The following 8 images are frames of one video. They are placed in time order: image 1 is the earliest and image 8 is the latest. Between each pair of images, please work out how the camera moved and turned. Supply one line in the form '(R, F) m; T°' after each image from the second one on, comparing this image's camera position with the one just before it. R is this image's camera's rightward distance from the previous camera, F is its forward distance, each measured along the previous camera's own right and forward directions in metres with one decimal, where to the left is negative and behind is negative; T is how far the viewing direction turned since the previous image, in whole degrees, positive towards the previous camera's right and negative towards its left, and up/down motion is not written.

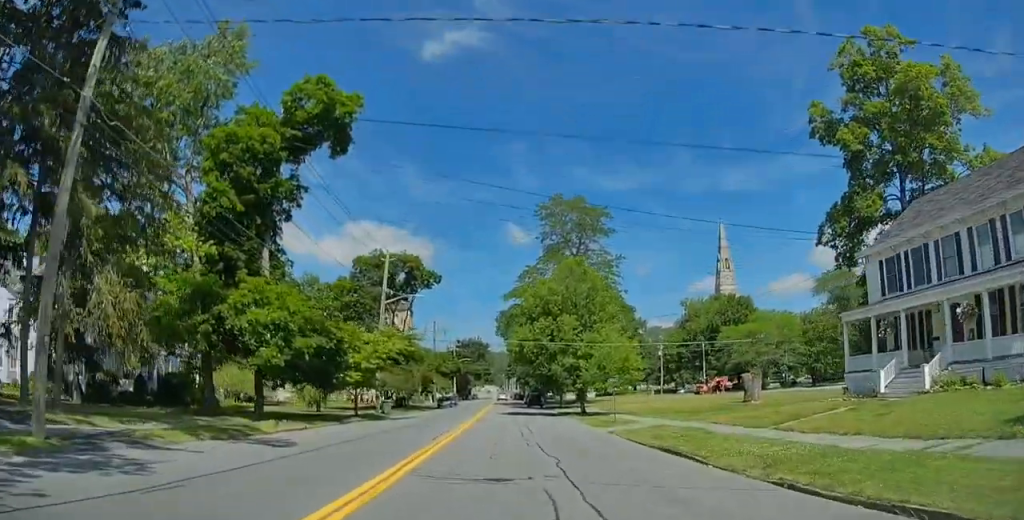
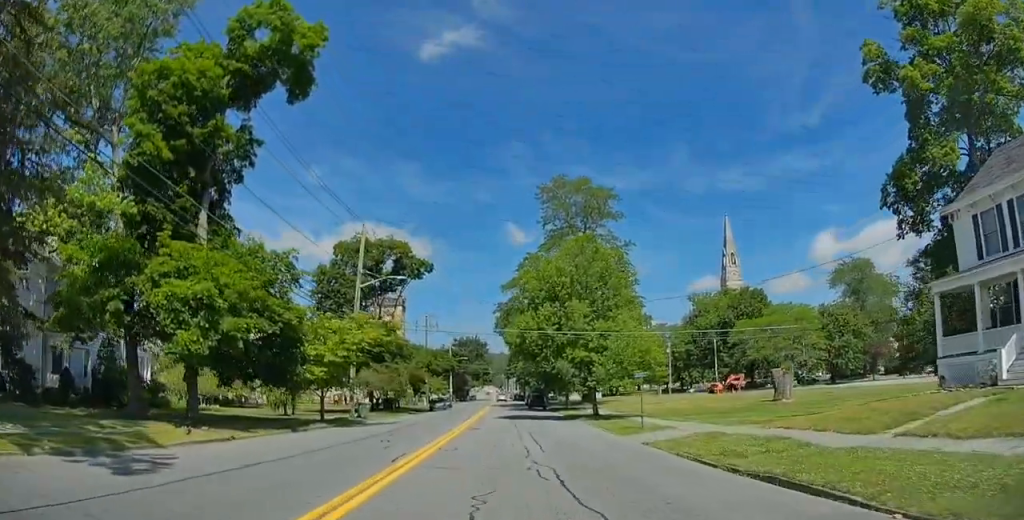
(0.0, +7.5) m; -1°
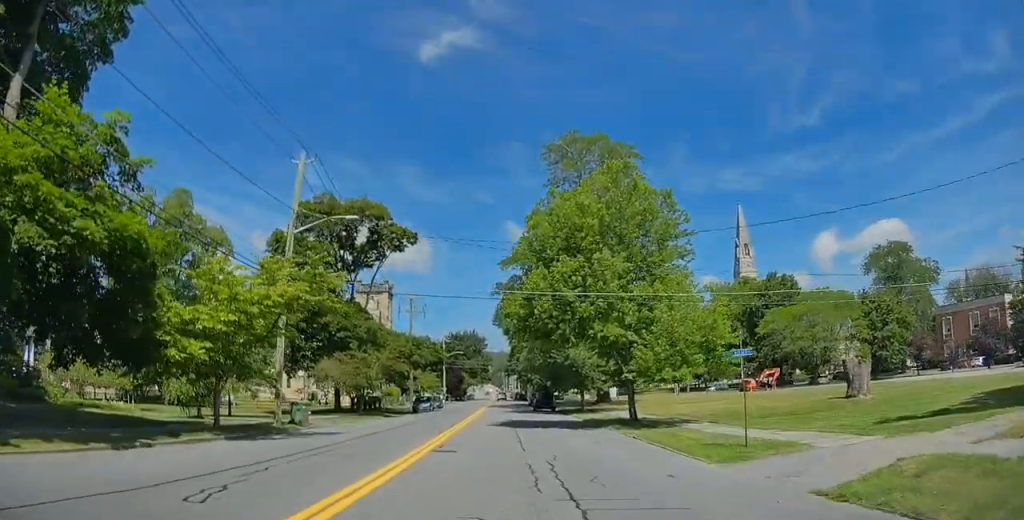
(-0.2, +12.6) m; +1°
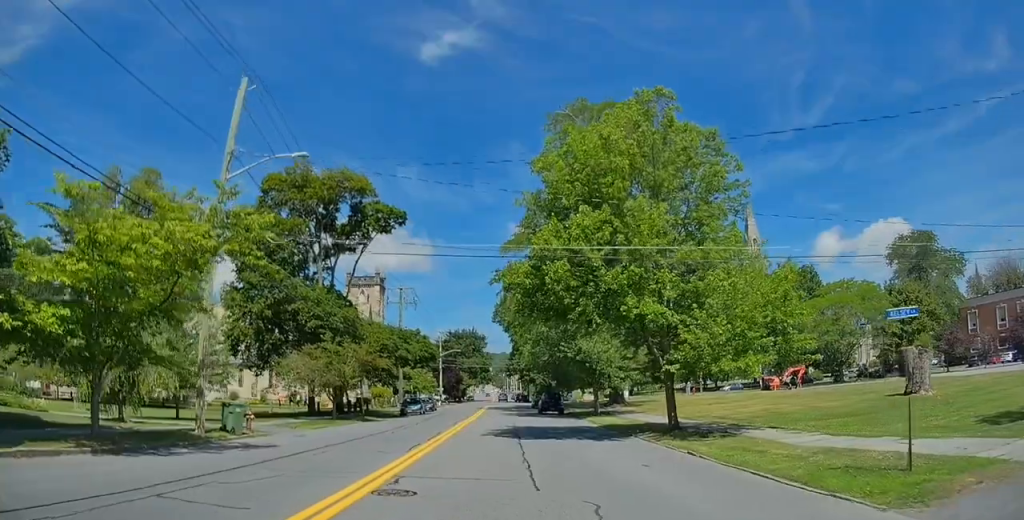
(+0.2, +7.4) m; +1°
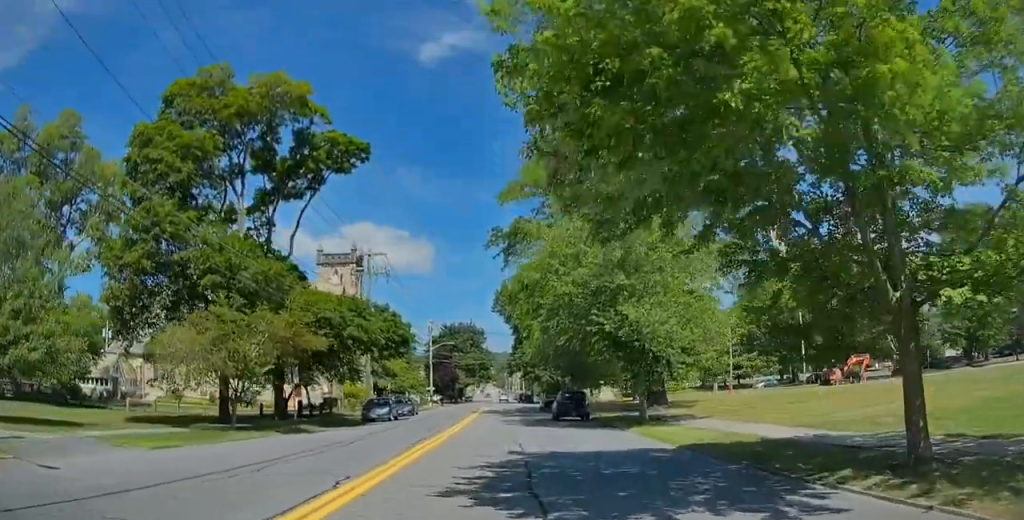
(0.0, +14.7) m; 0°
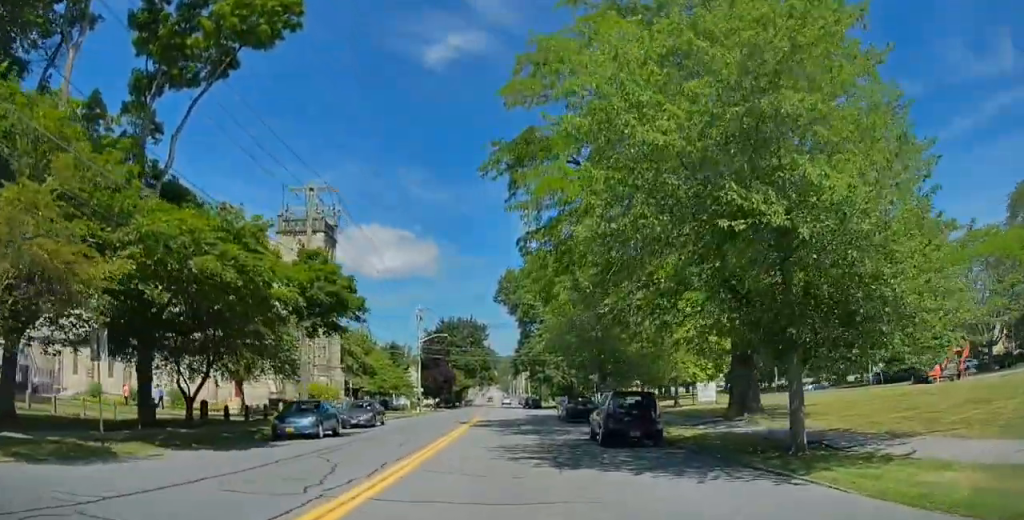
(+0.2, +15.8) m; +2°
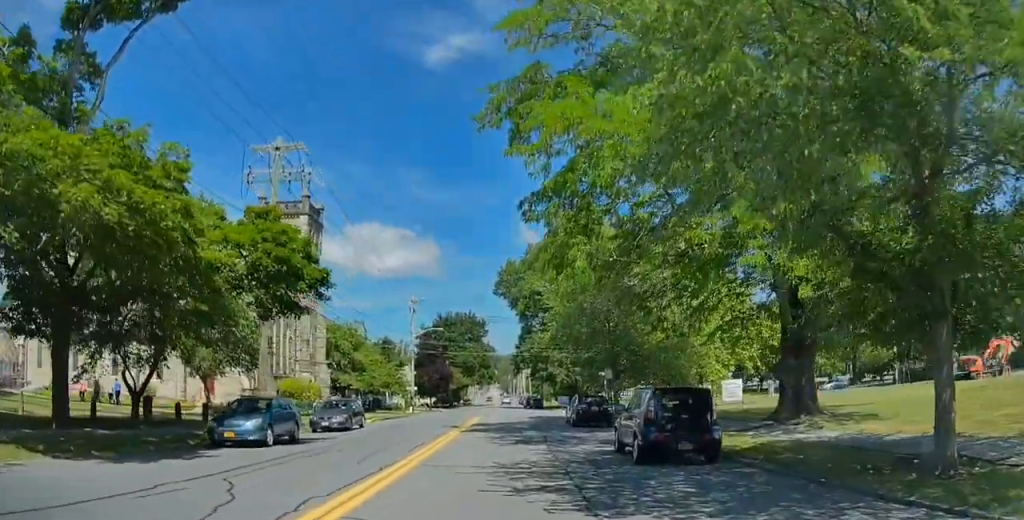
(0.0, +5.7) m; 0°
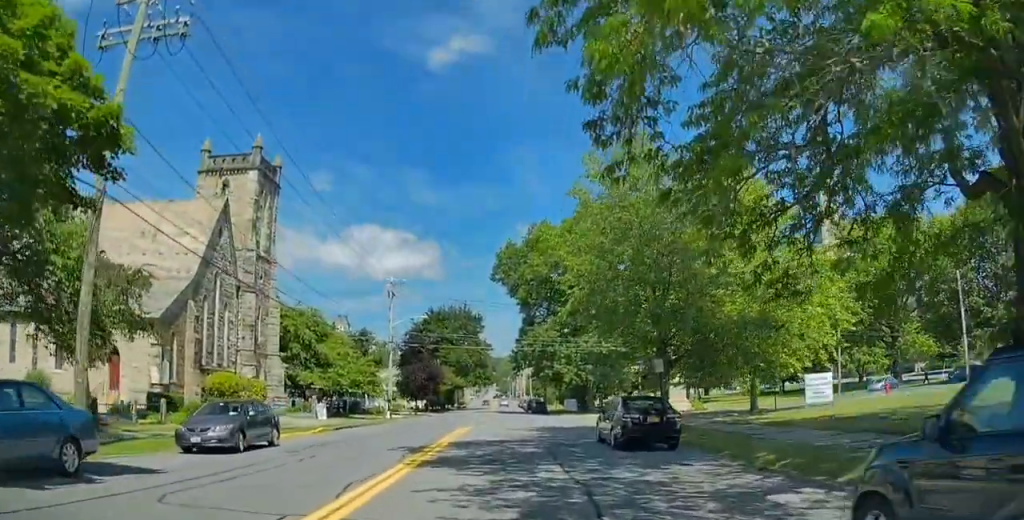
(-0.1, +12.5) m; -1°
